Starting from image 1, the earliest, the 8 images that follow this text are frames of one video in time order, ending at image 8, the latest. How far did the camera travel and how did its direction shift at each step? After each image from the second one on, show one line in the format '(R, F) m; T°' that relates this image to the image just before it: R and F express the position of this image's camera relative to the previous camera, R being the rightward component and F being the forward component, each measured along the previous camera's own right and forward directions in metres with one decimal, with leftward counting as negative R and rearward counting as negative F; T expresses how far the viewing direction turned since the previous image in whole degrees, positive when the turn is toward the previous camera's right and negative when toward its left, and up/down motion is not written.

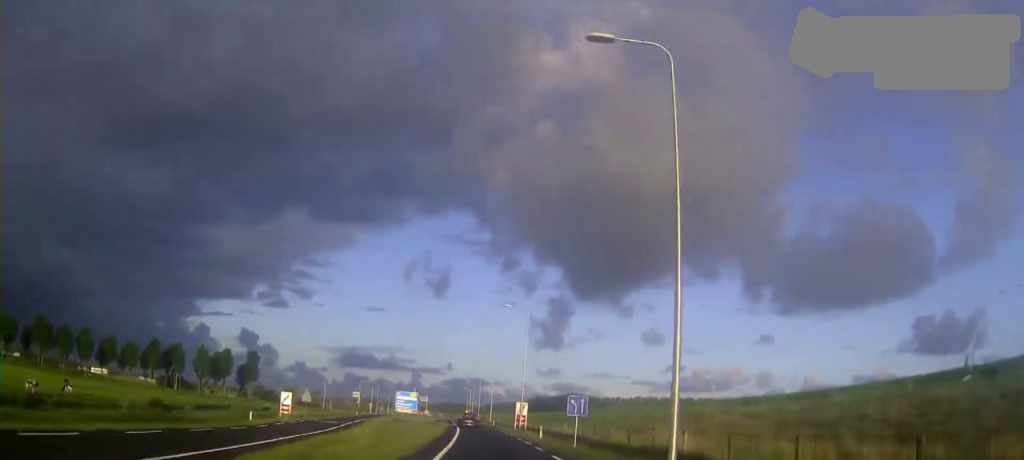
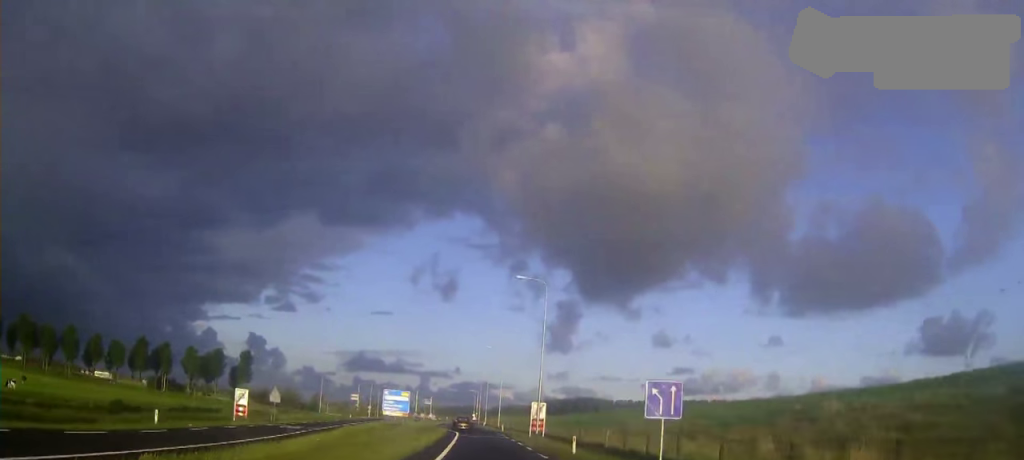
(+0.1, +14.5) m; -1°
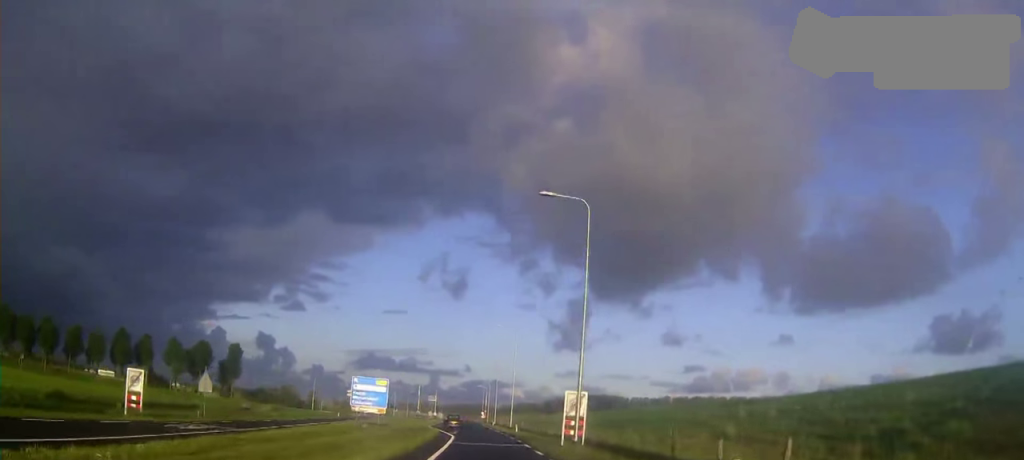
(-0.5, +17.6) m; -2°
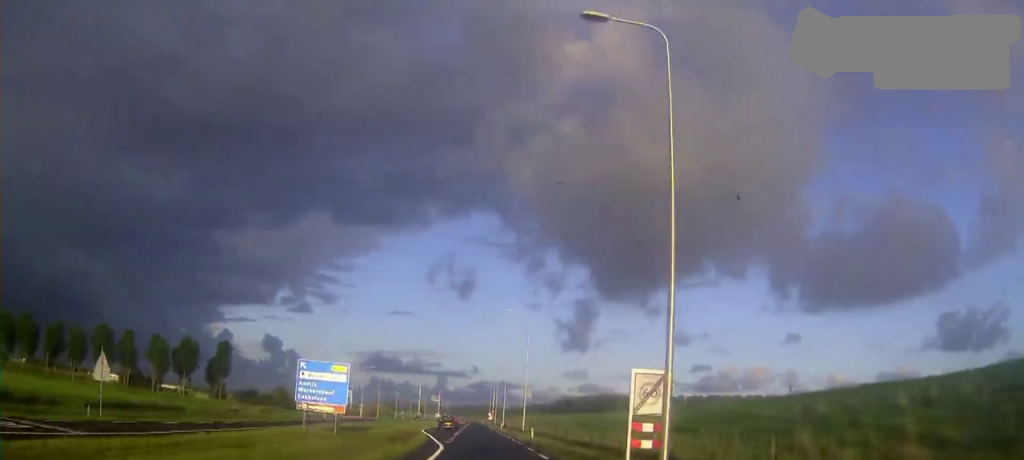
(0.0, +13.9) m; 0°
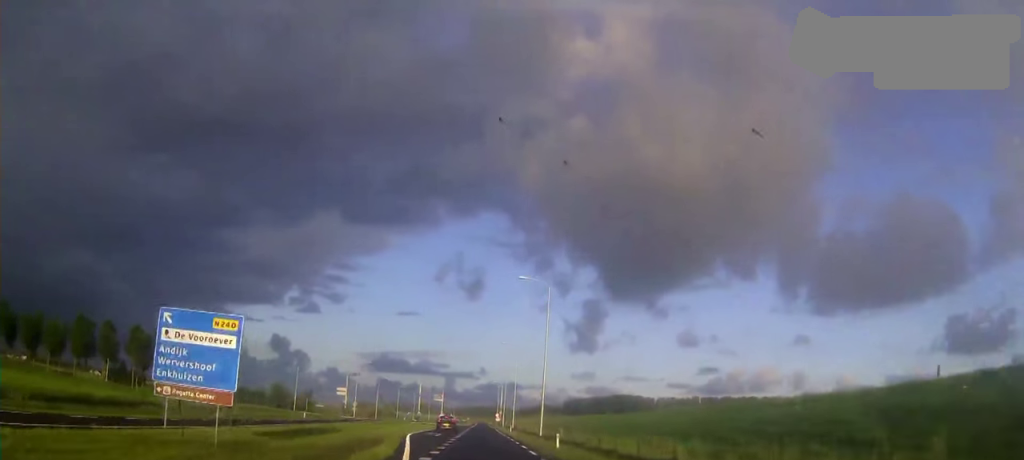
(+0.1, +14.9) m; 0°
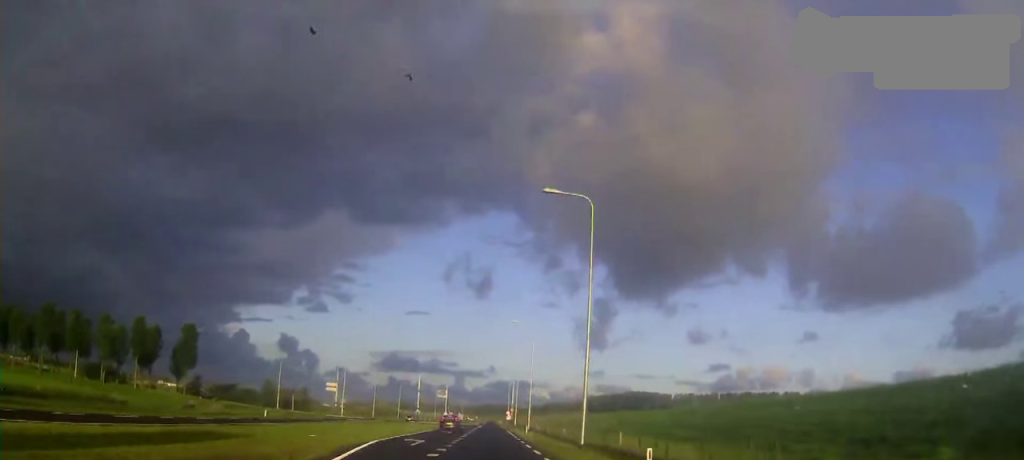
(-0.1, +17.5) m; -1°
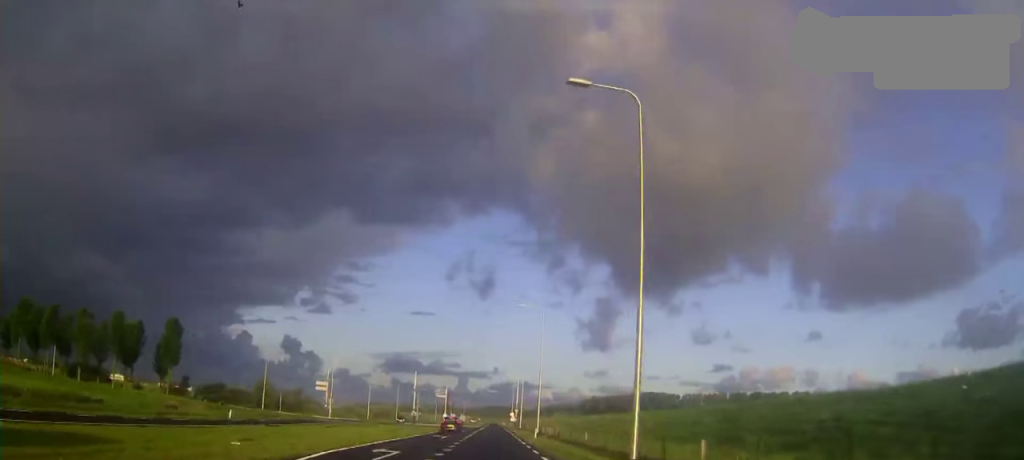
(-0.1, +10.4) m; -1°
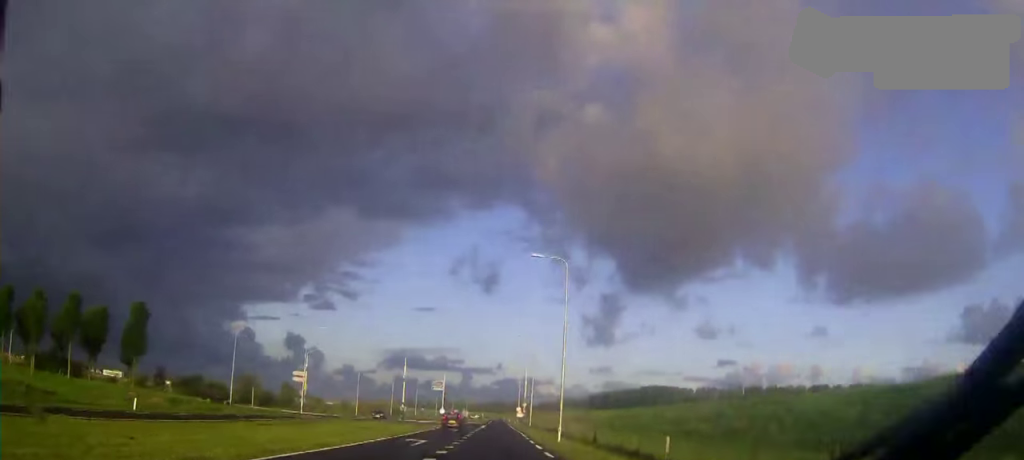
(-0.1, +17.2) m; -1°
